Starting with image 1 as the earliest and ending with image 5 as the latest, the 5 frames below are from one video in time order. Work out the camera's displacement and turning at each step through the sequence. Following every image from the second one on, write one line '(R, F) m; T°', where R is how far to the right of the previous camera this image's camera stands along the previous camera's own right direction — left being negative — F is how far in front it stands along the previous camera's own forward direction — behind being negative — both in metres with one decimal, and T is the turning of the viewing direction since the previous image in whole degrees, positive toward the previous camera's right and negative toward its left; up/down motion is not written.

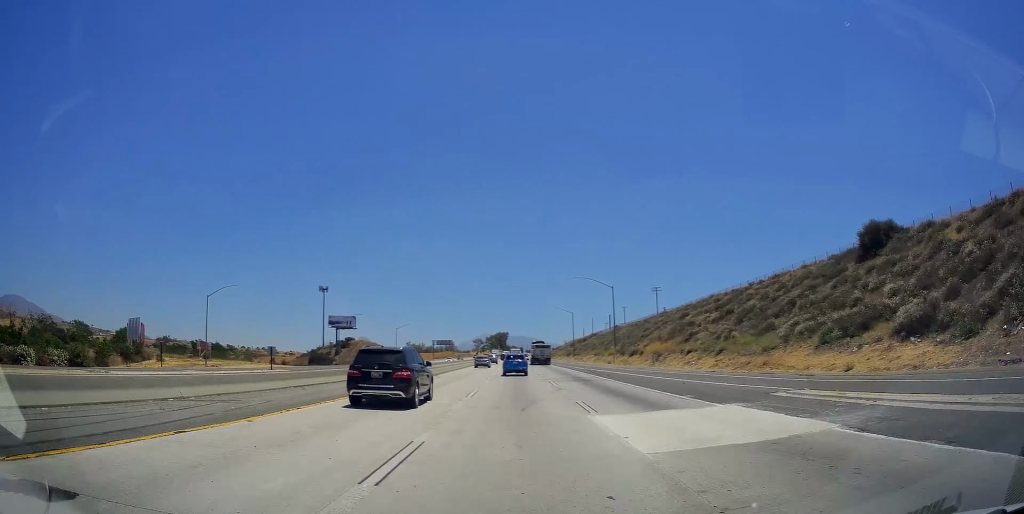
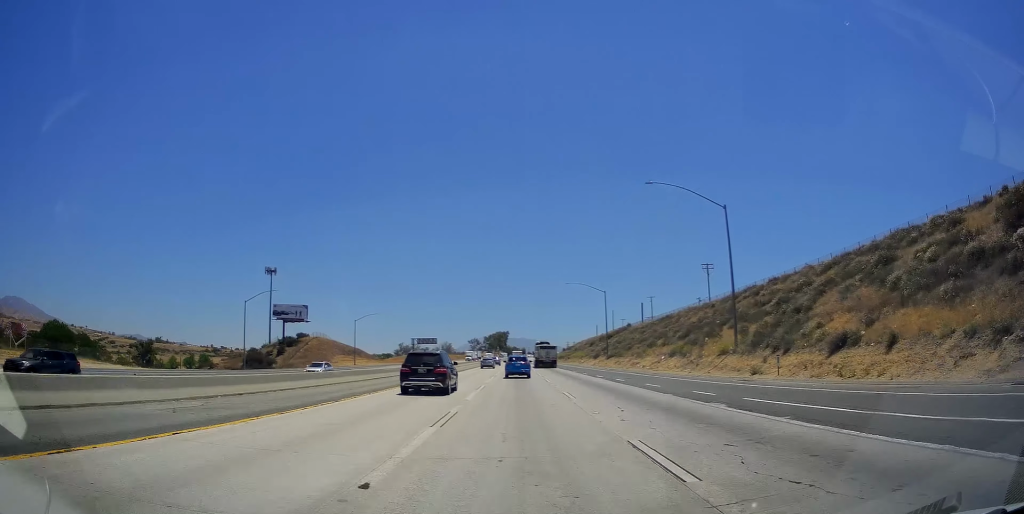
(-0.5, +53.4) m; 0°
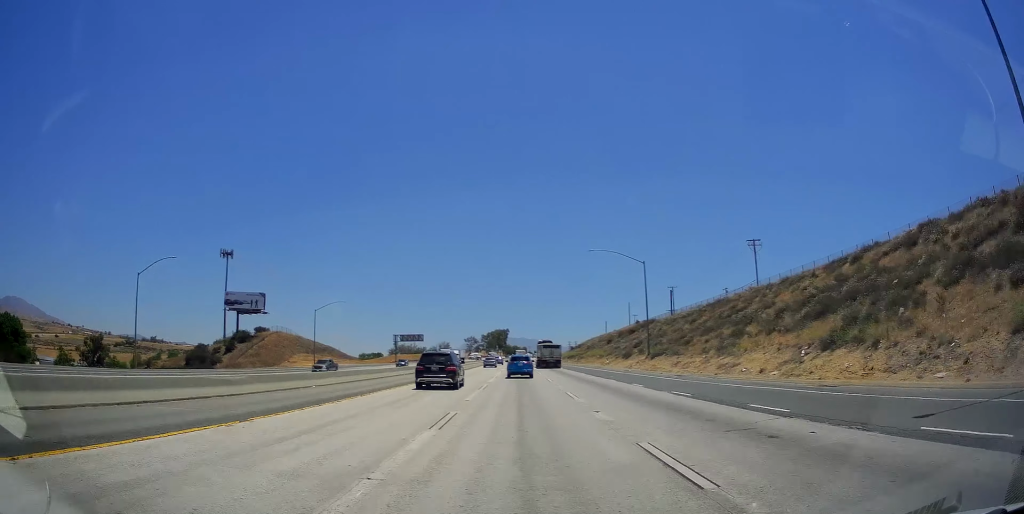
(+0.1, +29.9) m; 0°
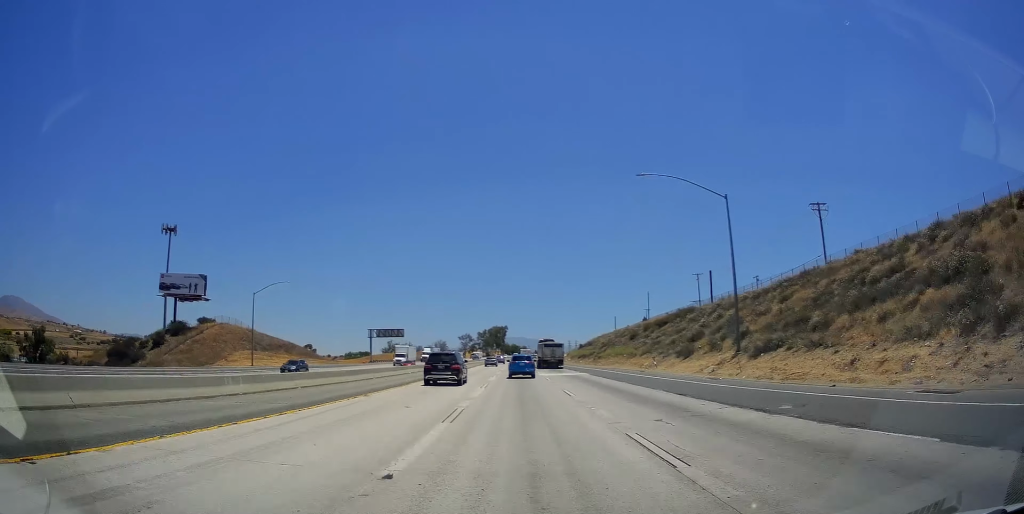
(+0.1, +27.4) m; 0°
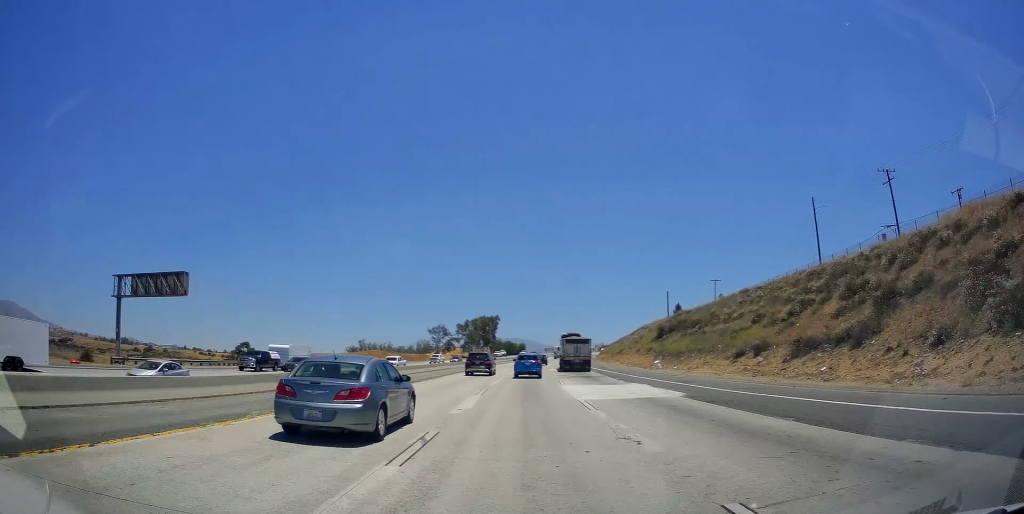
(0.0, +94.0) m; 0°
